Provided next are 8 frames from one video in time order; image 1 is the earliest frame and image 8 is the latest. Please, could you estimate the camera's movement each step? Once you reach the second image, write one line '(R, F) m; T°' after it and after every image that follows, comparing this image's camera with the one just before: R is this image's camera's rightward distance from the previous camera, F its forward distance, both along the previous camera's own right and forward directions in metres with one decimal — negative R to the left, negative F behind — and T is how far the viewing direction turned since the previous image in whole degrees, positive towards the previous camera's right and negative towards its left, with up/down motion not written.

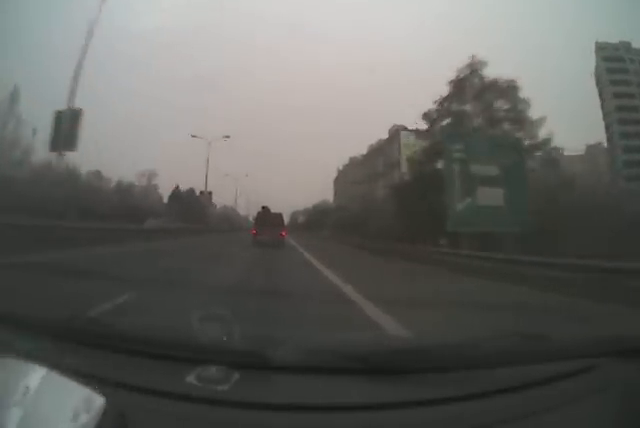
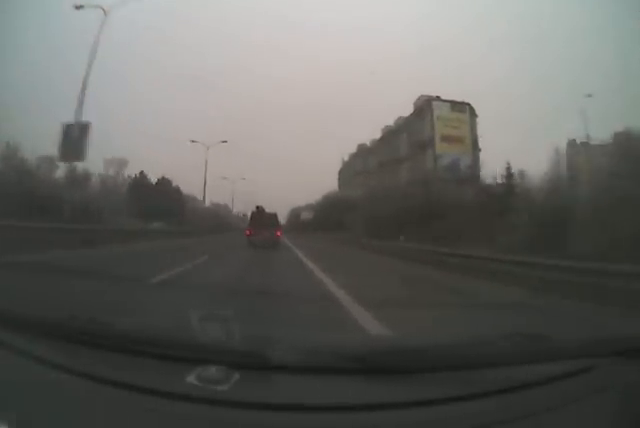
(+0.1, +28.6) m; +1°
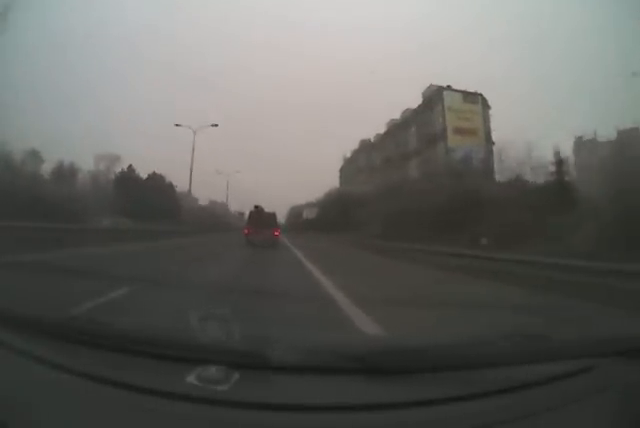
(+0.2, +8.2) m; 0°
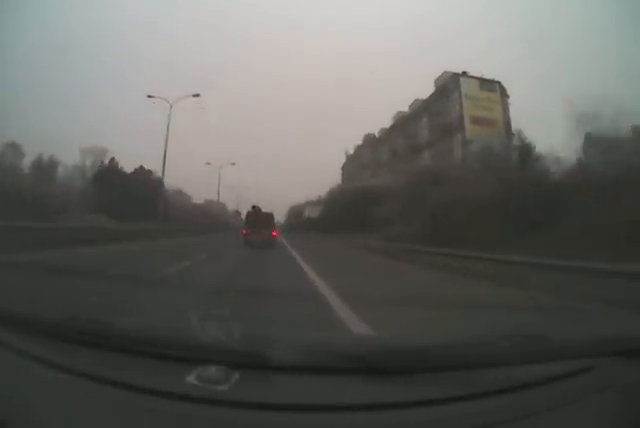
(-0.1, +8.1) m; 0°
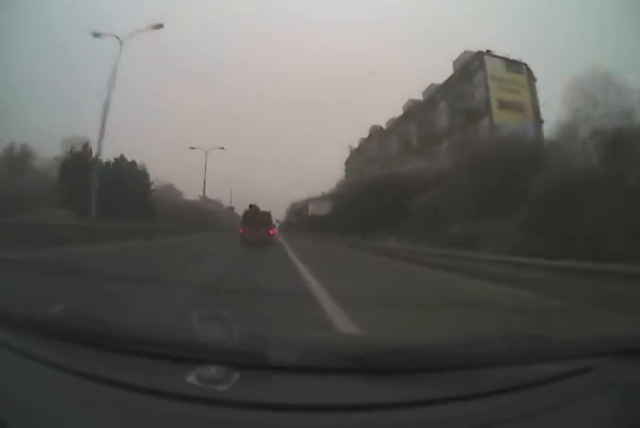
(-0.3, +11.1) m; 0°
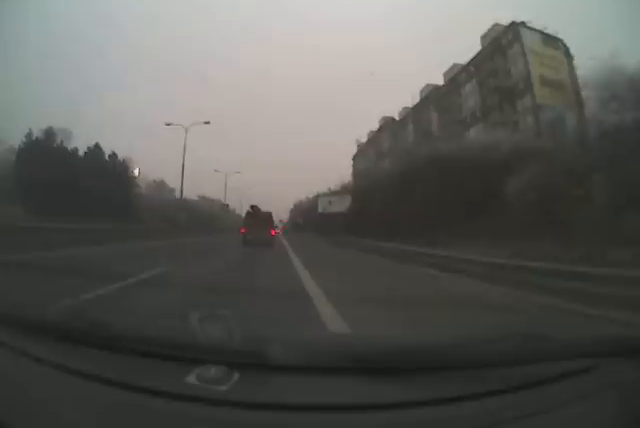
(+0.3, +11.7) m; +1°
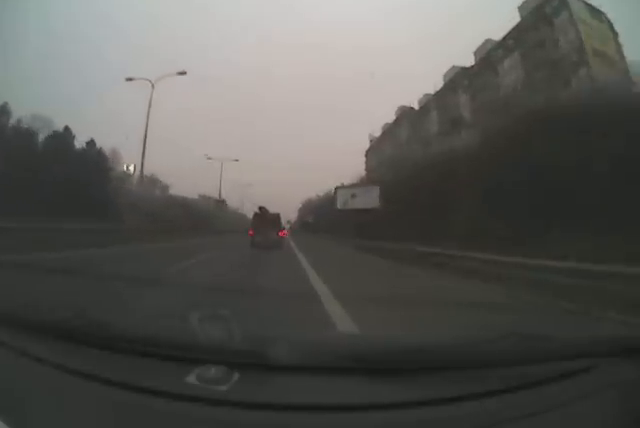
(+0.2, +13.1) m; +1°
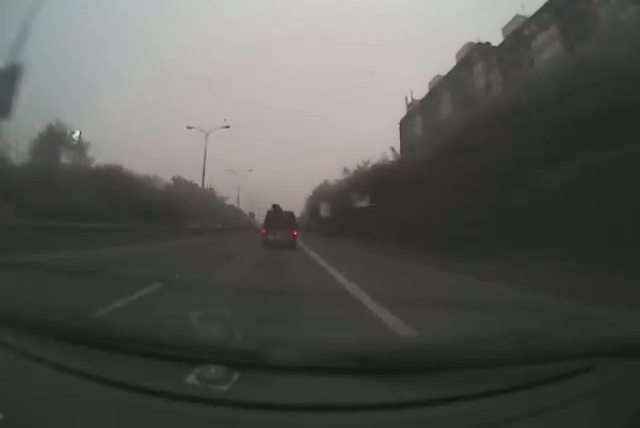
(-0.8, +43.5) m; -2°
